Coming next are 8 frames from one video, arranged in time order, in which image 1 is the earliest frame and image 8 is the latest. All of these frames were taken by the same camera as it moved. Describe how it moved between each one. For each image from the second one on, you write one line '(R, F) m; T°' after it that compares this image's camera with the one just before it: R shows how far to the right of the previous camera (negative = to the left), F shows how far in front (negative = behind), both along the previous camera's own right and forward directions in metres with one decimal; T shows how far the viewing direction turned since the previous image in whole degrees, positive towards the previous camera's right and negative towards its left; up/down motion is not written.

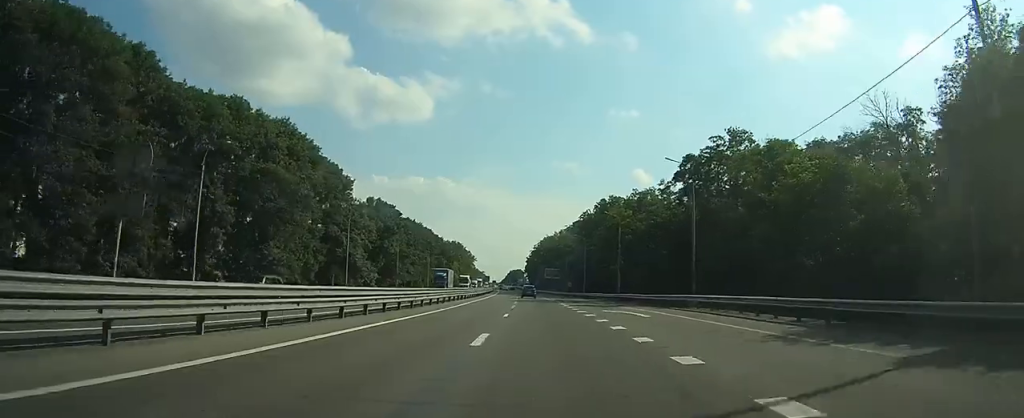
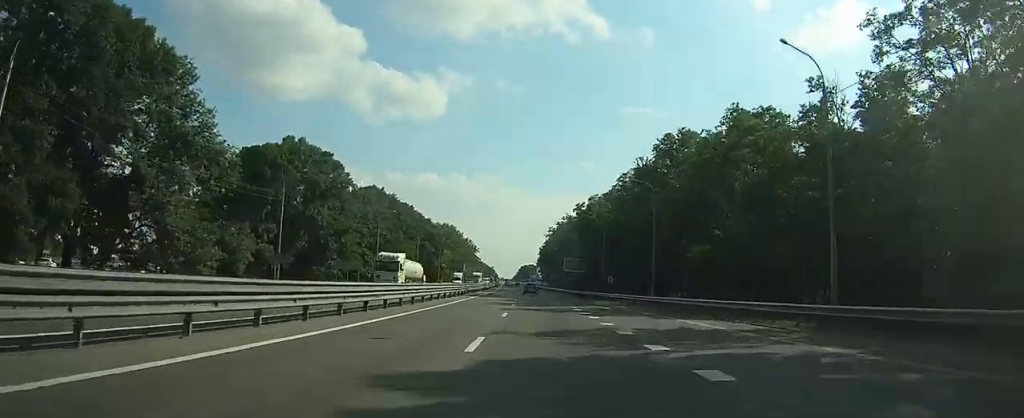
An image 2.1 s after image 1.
(-1.1, +49.6) m; -2°
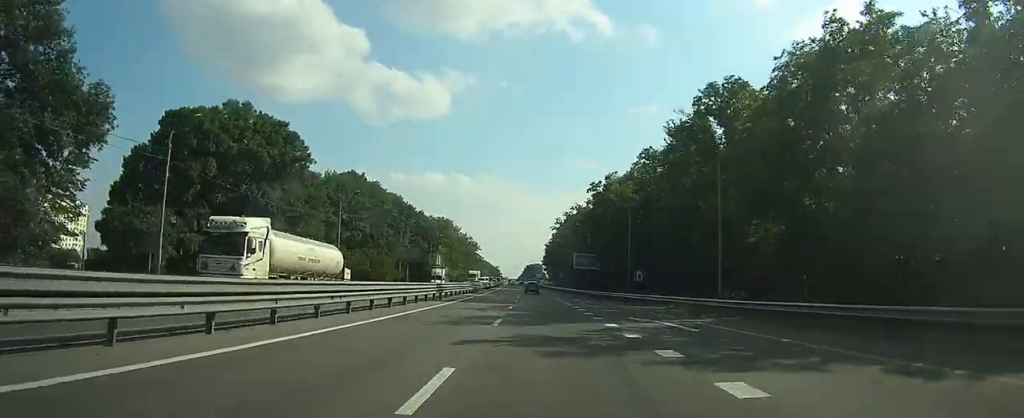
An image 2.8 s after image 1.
(0.0, +17.3) m; 0°
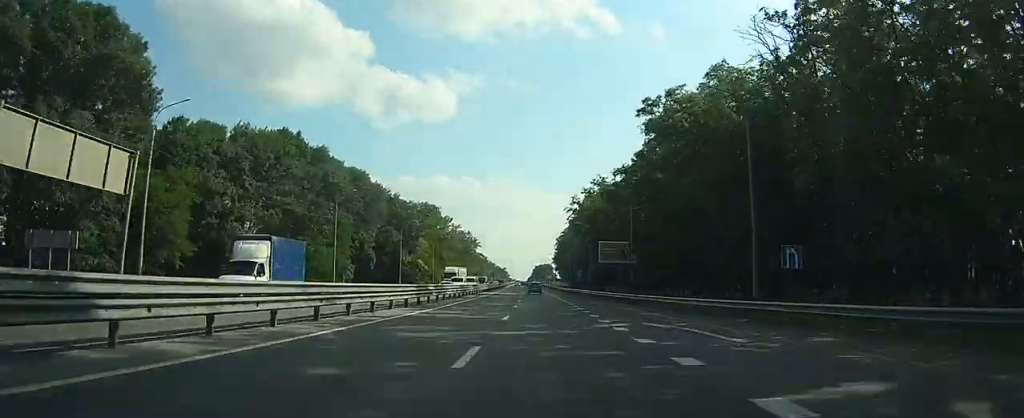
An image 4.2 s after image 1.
(-0.3, +33.2) m; -1°
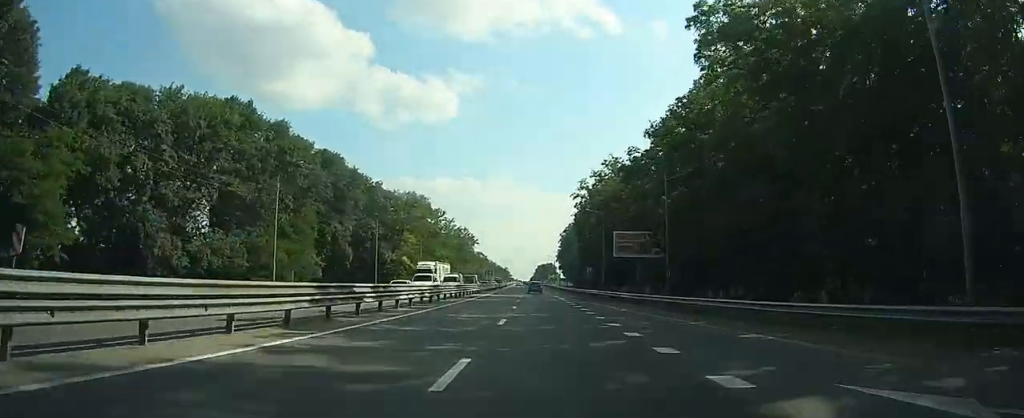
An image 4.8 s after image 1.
(-0.2, +14.2) m; 0°
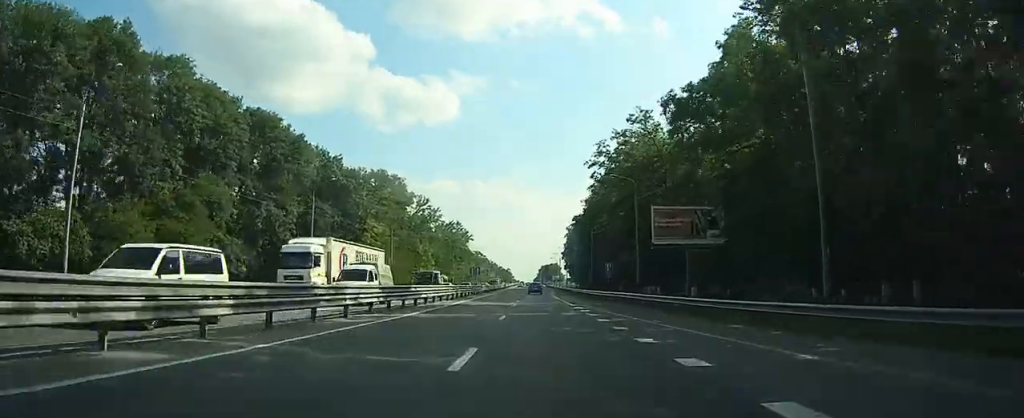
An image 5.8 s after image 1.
(-0.1, +22.2) m; 0°
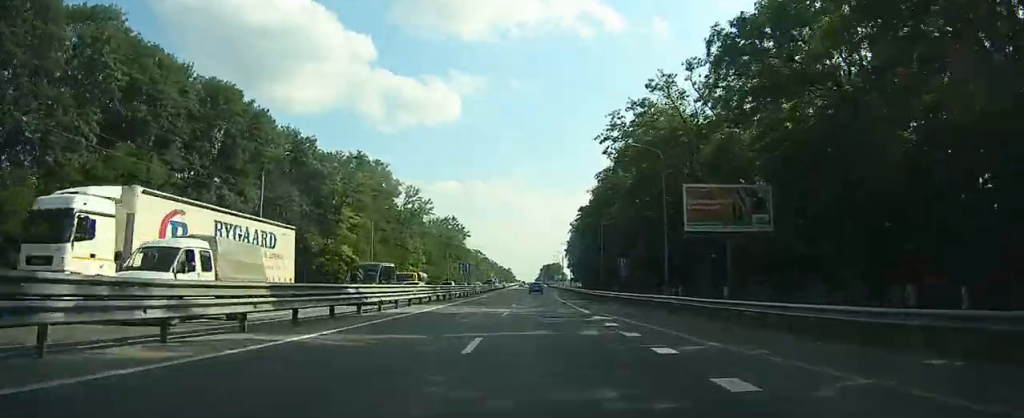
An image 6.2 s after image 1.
(0.0, +10.3) m; 0°
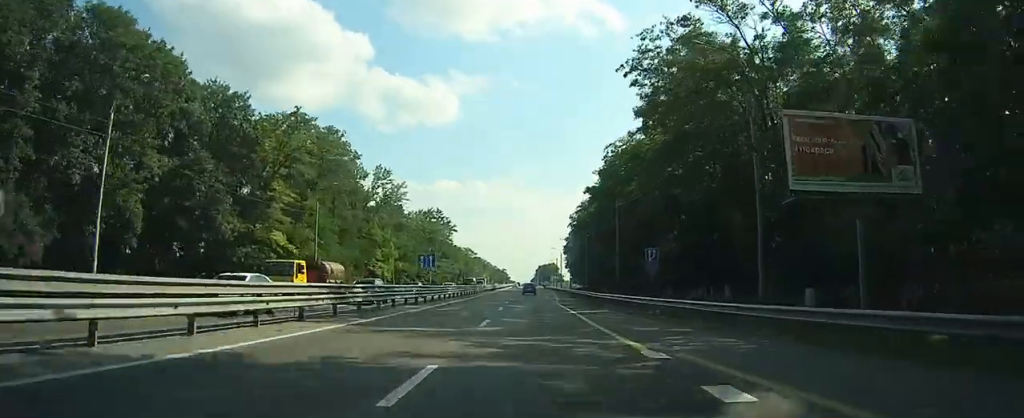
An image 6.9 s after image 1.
(0.0, +16.7) m; 0°
